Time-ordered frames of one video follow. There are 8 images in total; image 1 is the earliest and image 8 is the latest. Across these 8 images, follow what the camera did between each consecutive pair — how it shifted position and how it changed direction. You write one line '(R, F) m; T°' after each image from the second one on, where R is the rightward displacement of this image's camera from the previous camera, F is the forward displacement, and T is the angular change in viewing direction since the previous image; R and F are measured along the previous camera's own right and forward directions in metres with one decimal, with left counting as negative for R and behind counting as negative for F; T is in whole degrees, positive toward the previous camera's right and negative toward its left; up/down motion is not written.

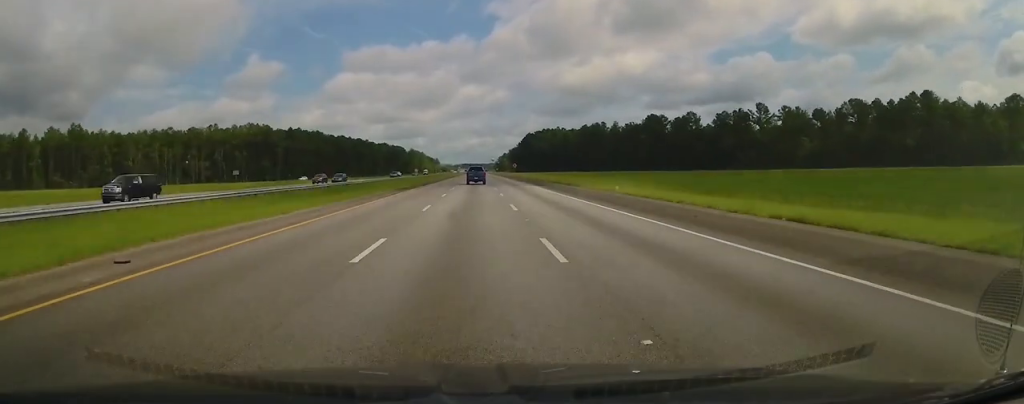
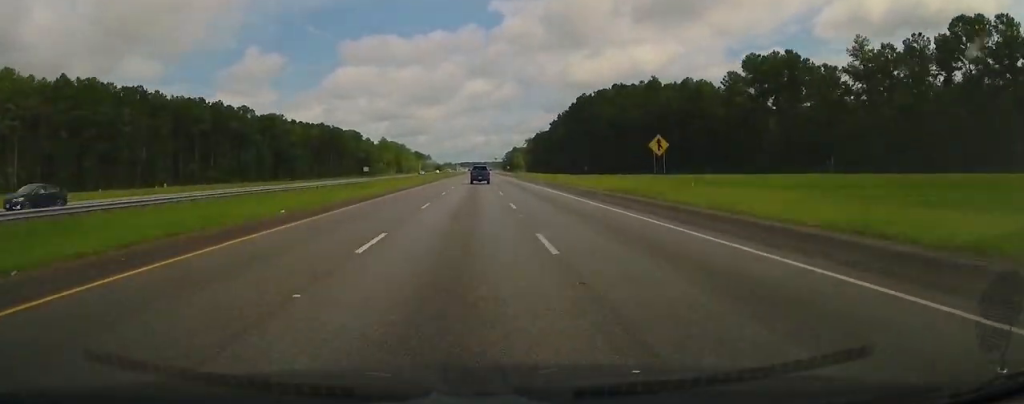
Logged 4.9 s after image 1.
(+0.2, +168.6) m; 0°
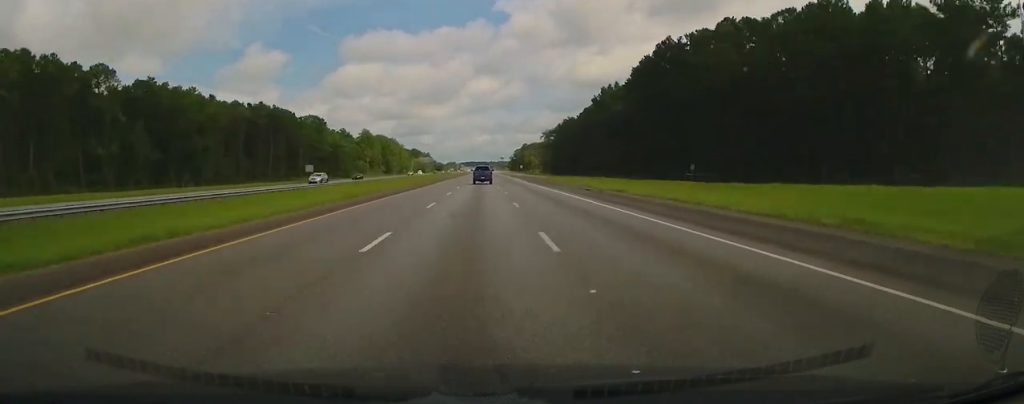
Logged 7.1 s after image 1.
(-0.1, +72.8) m; 0°
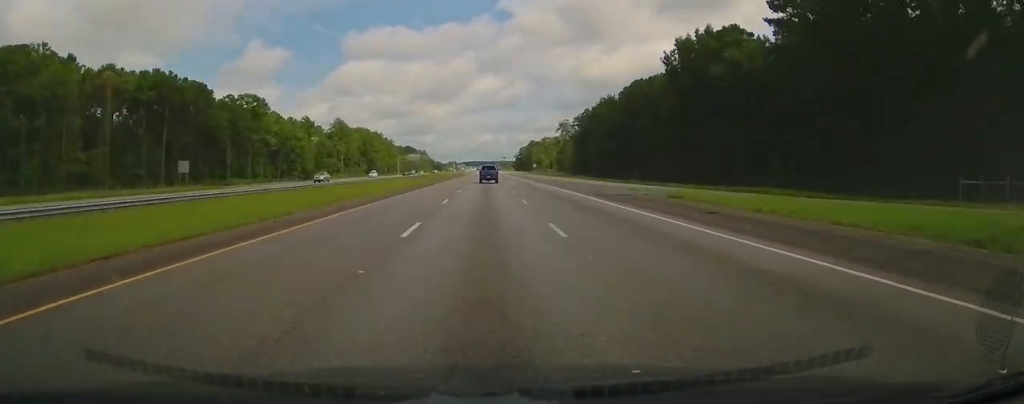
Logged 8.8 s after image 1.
(0.0, +59.2) m; 0°
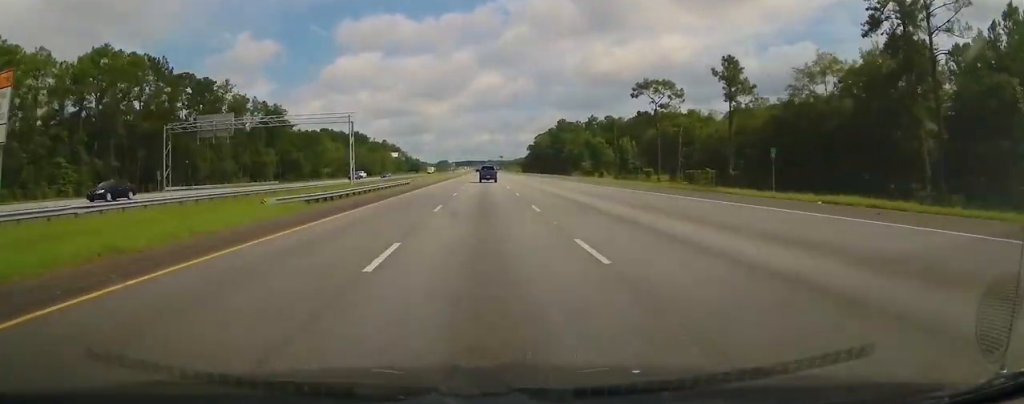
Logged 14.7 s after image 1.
(+0.1, +200.4) m; 0°
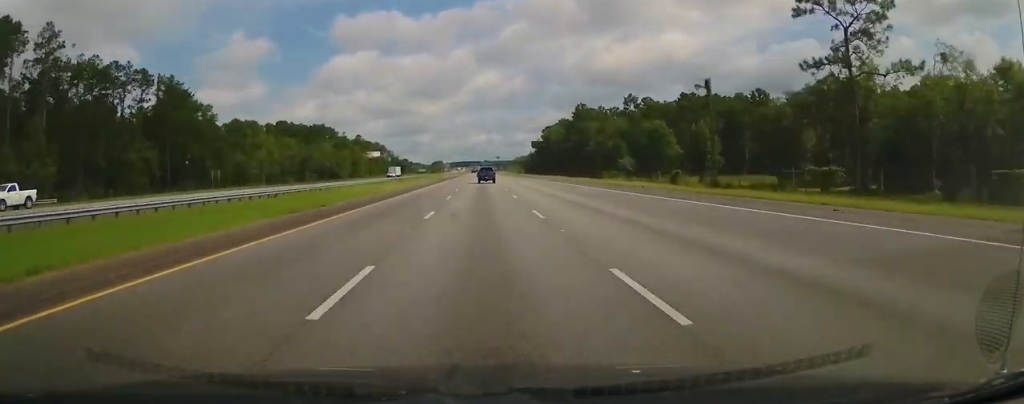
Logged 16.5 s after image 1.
(0.0, +63.9) m; 0°
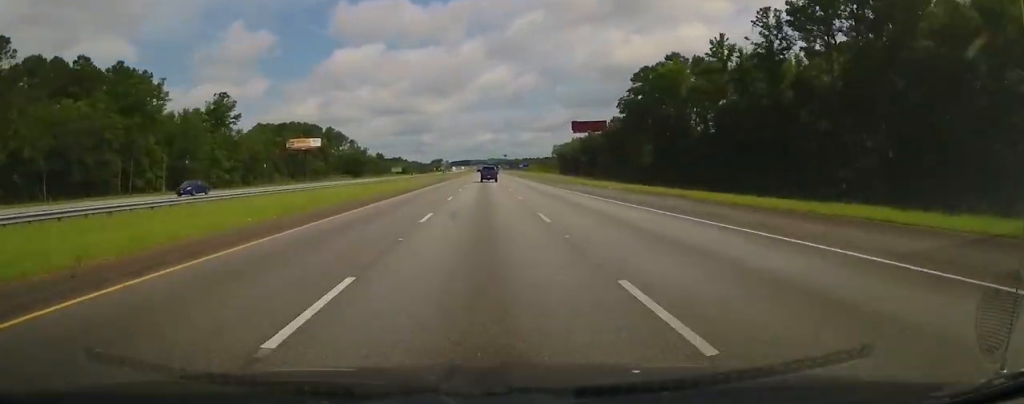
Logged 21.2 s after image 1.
(+0.4, +160.4) m; 0°
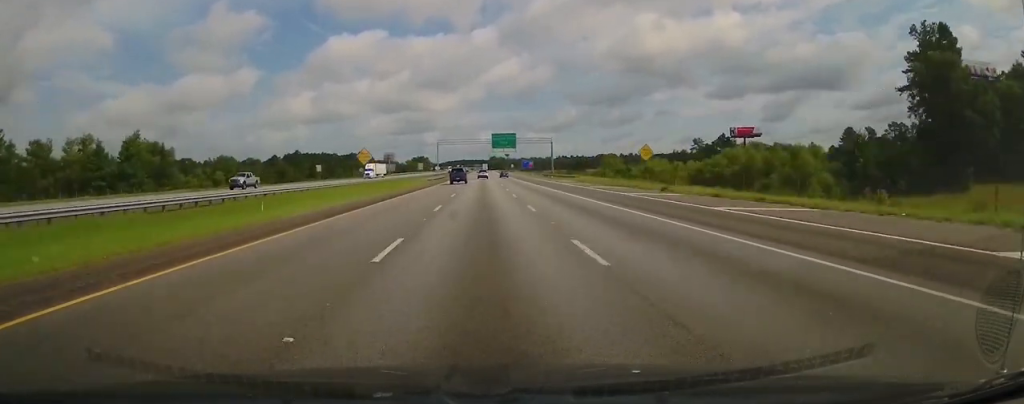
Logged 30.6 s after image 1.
(-0.9, +323.0) m; 0°
